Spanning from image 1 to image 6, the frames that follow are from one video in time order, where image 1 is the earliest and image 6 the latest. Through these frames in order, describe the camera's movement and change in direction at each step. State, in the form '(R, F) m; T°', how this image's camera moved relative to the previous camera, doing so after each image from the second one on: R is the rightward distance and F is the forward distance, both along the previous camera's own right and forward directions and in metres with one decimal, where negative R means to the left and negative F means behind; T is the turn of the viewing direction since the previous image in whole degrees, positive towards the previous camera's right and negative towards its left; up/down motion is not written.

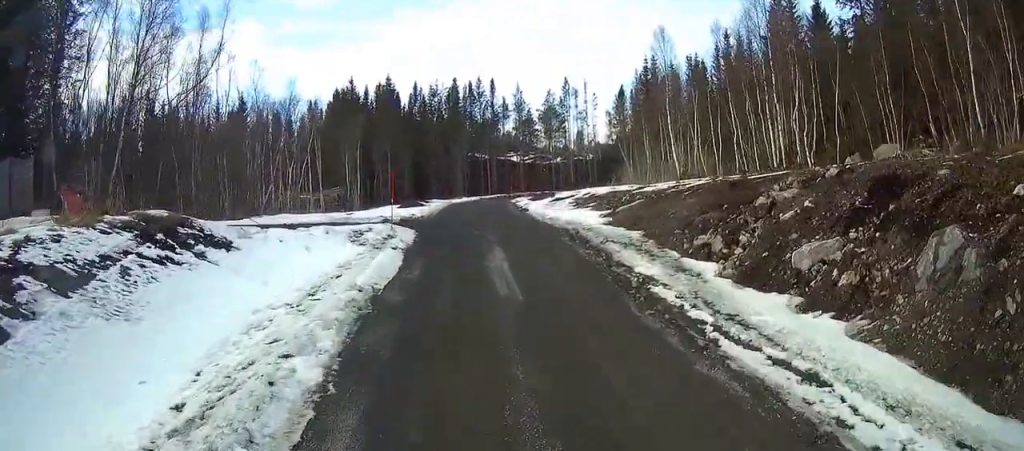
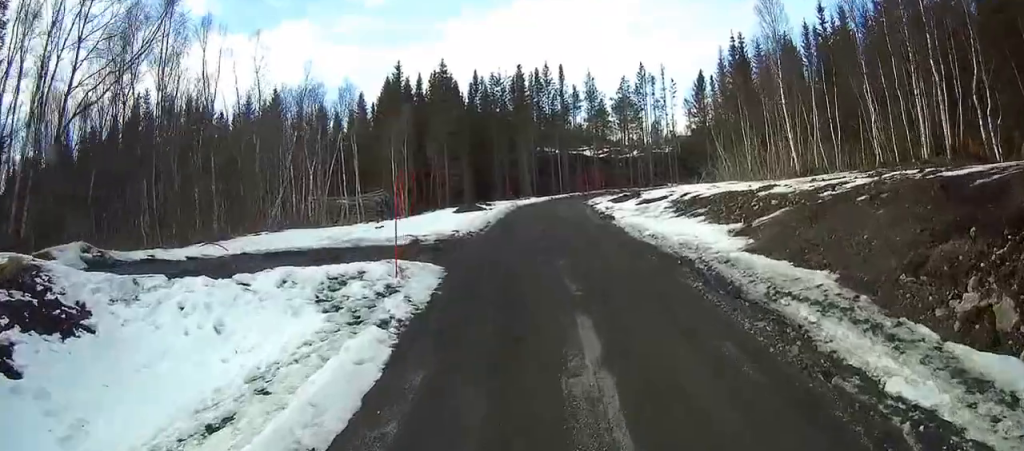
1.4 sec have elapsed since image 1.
(-0.6, +8.2) m; -6°
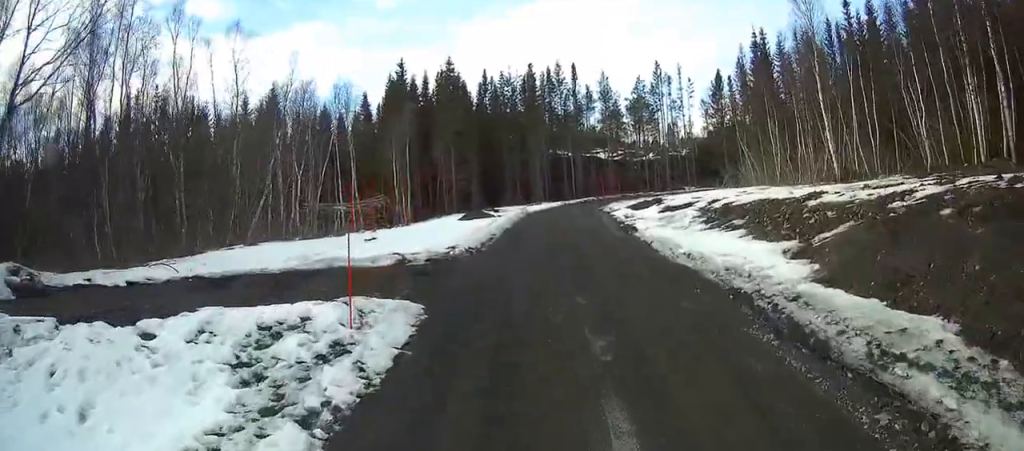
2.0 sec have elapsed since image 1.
(0.0, +3.2) m; -1°
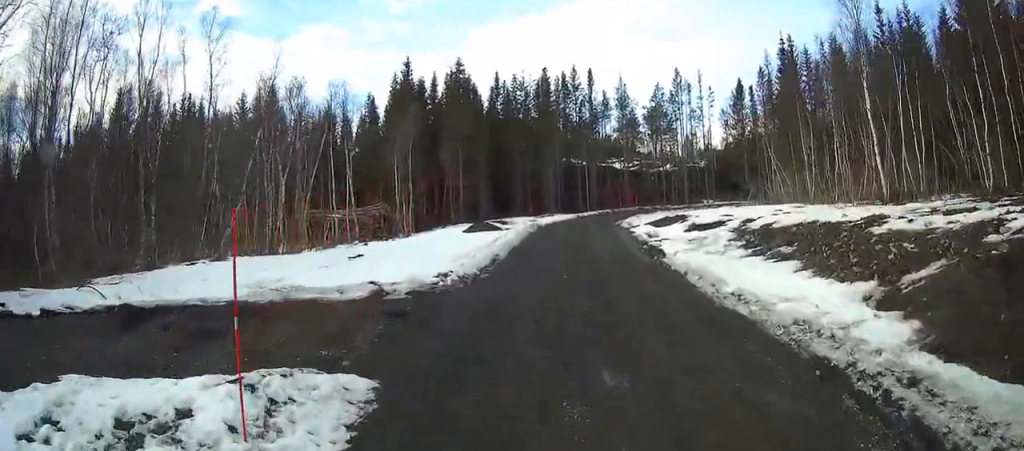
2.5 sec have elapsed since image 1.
(0.0, +3.3) m; 0°
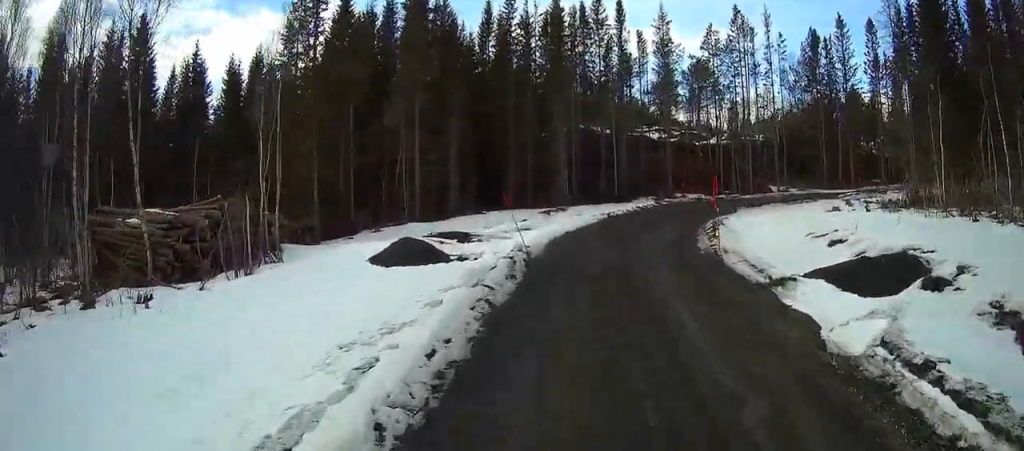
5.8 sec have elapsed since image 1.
(-2.0, +21.7) m; -7°
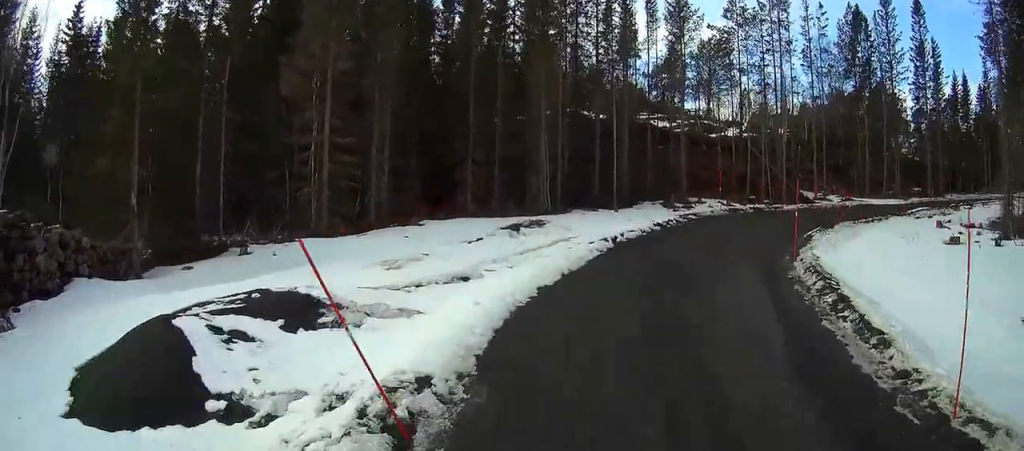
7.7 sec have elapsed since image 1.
(-0.1, +12.2) m; -2°
